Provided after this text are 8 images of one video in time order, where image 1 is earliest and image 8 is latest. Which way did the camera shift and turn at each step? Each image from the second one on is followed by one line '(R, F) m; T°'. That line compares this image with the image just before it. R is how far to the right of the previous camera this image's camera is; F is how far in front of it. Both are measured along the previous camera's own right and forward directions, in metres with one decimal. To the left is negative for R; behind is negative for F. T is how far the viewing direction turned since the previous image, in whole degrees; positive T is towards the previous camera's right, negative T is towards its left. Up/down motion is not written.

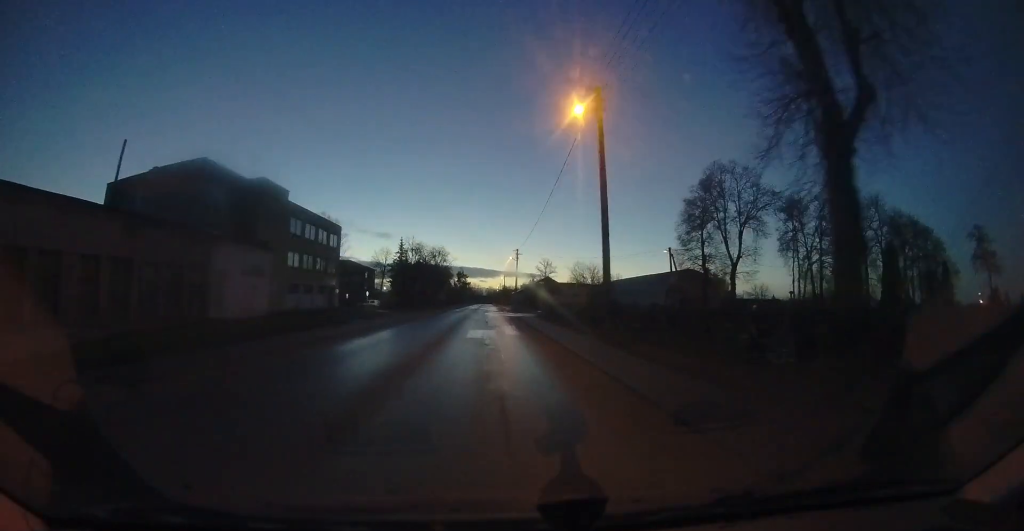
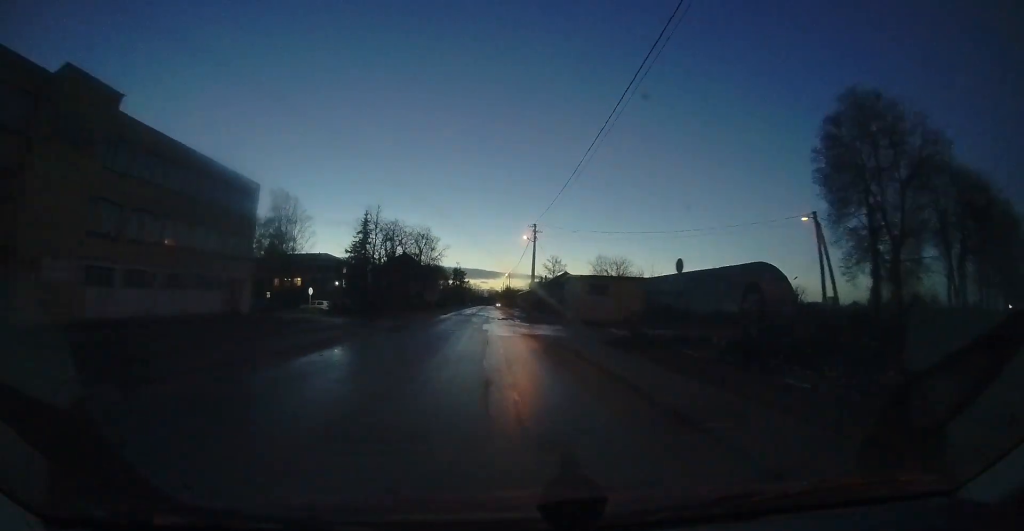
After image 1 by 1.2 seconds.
(-0.1, +17.3) m; -2°
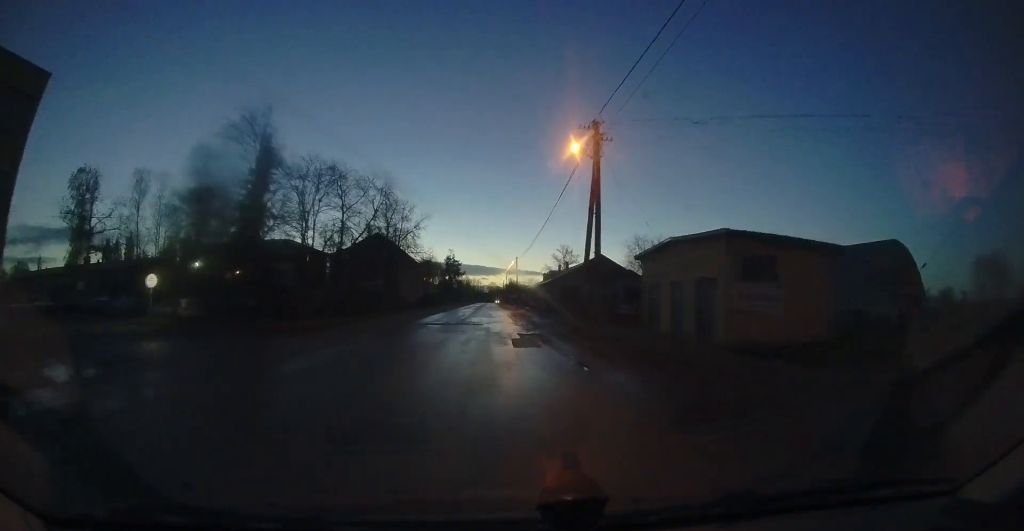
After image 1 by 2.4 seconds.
(-0.4, +18.7) m; -1°
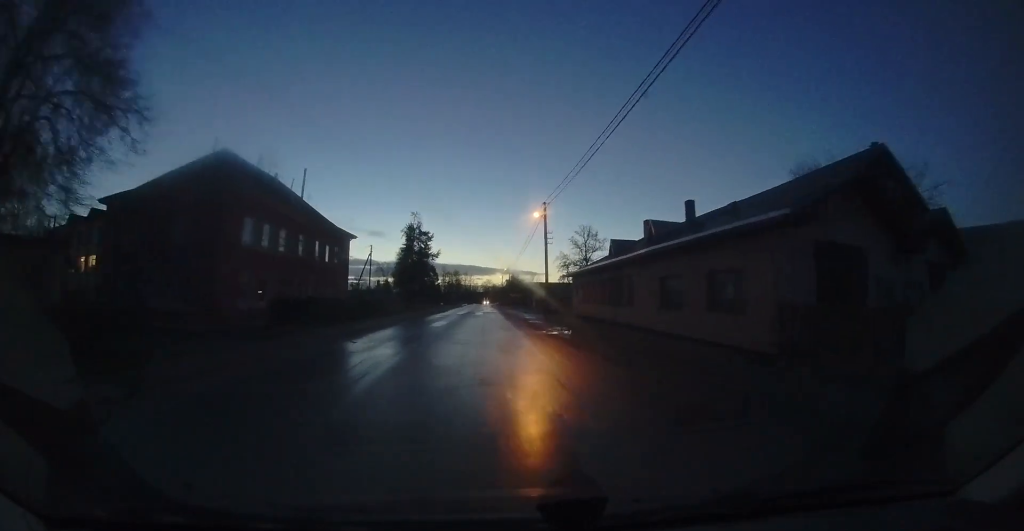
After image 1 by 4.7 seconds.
(+1.3, +33.9) m; +5°
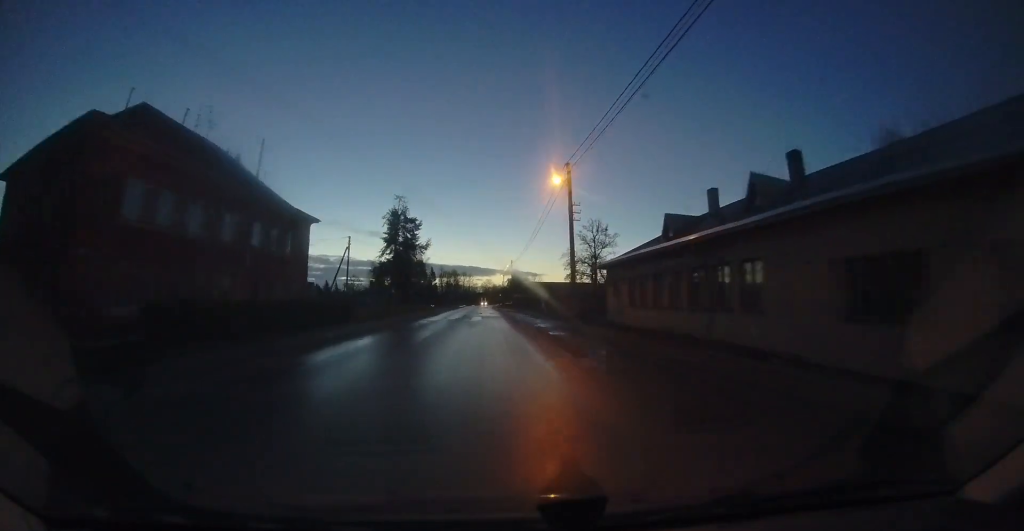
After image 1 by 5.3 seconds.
(0.0, +7.9) m; 0°
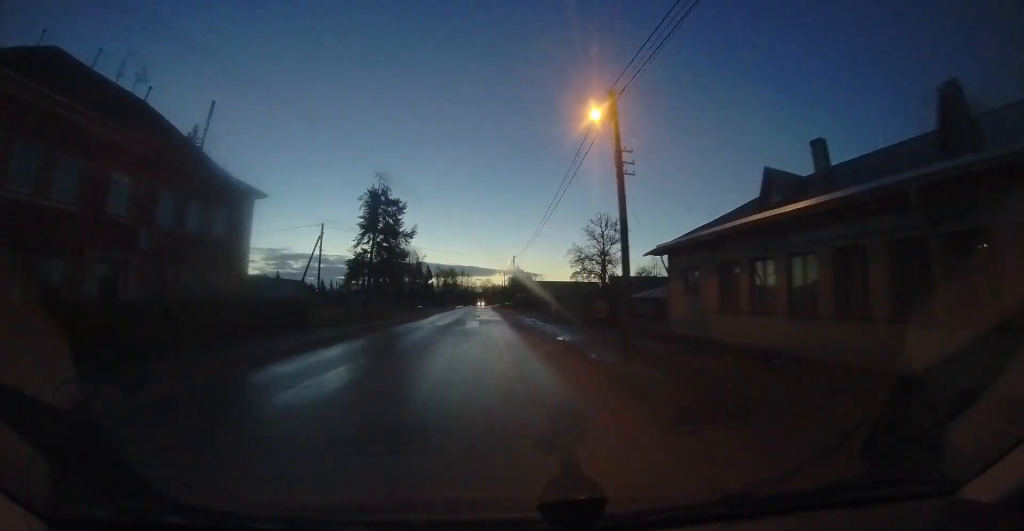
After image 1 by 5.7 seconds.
(0.0, +6.9) m; 0°
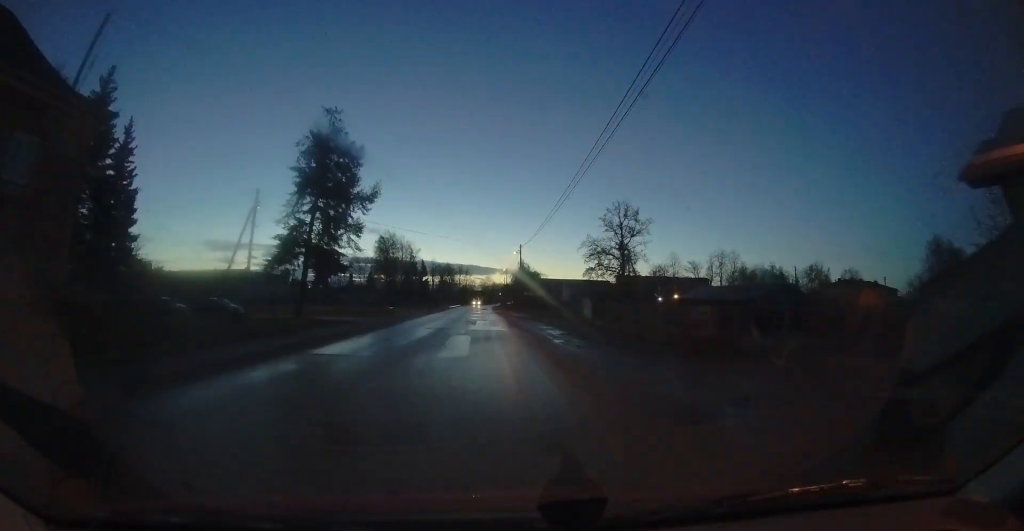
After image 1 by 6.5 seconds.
(-0.1, +10.9) m; 0°
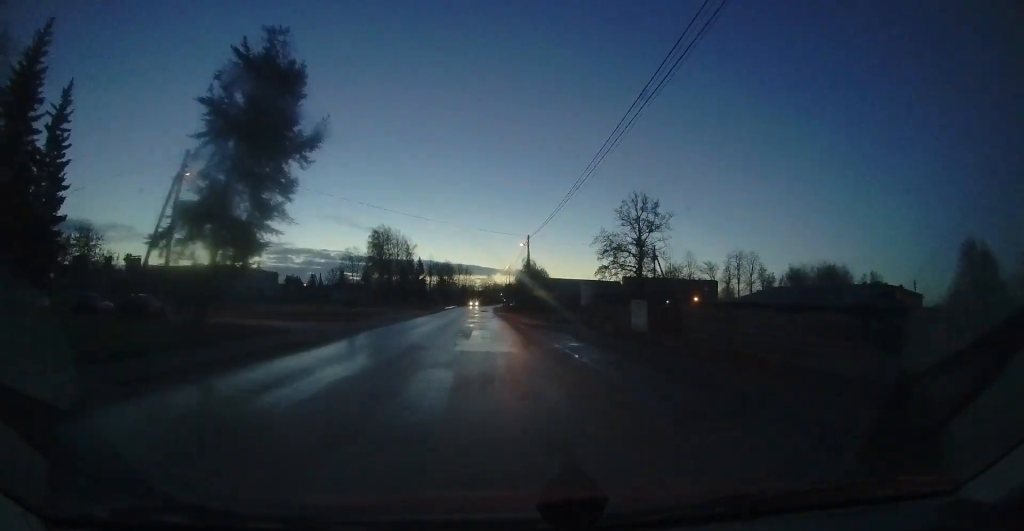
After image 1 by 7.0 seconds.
(0.0, +7.4) m; 0°
